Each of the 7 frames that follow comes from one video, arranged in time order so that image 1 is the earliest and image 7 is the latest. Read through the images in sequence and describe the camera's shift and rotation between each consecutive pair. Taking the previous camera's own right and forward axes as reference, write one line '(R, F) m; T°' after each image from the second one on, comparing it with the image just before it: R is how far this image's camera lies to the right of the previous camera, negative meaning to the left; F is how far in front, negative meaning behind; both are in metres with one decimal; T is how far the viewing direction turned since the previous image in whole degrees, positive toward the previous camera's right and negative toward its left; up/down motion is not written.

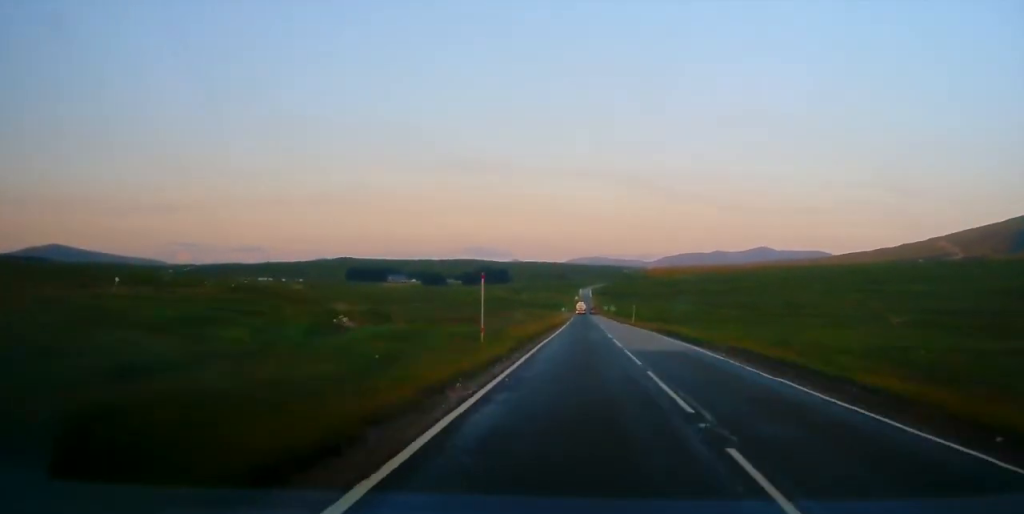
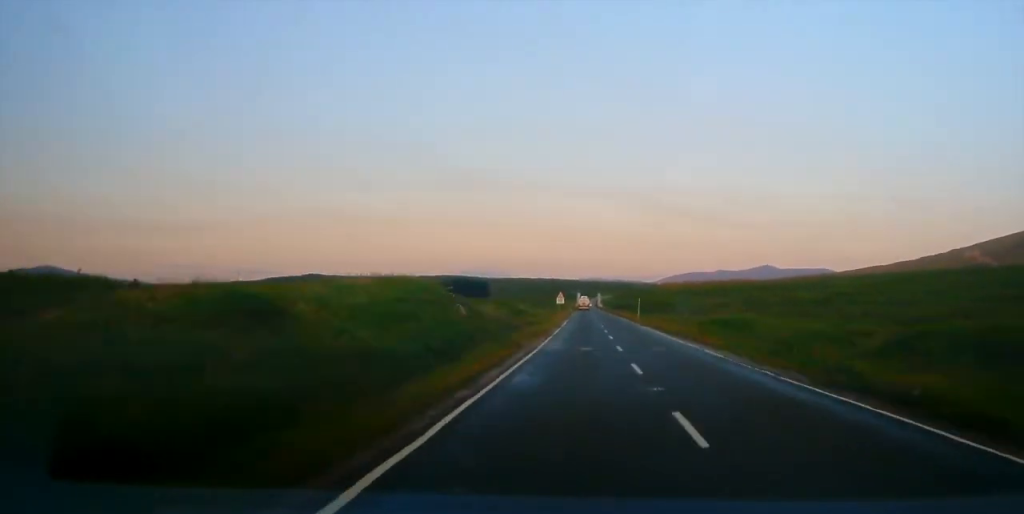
(+0.2, +297.7) m; 0°
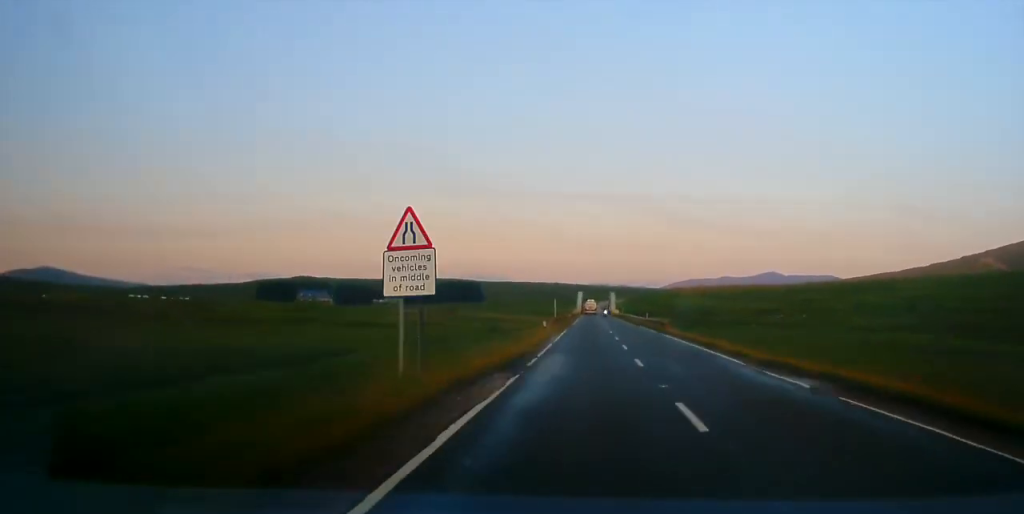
(+0.1, +103.6) m; 0°
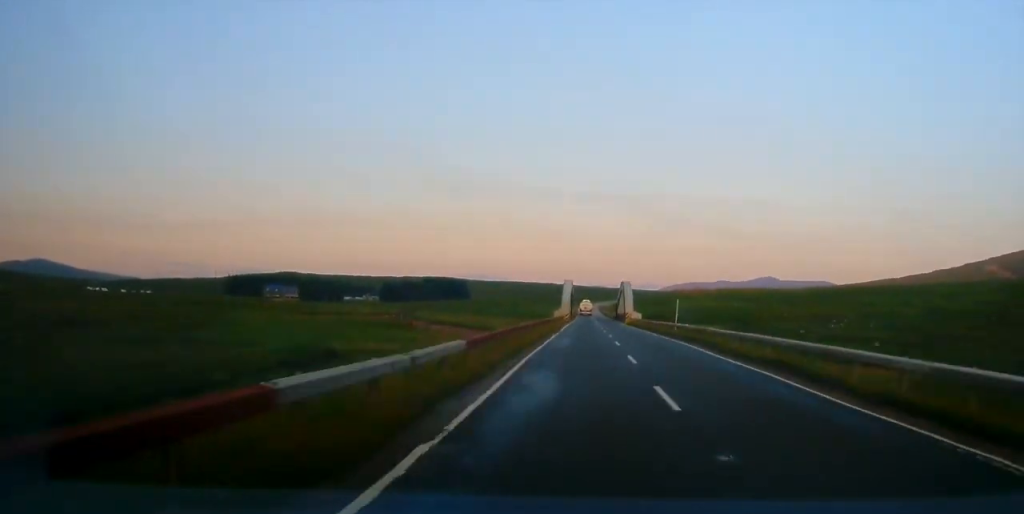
(+0.4, +77.2) m; 0°
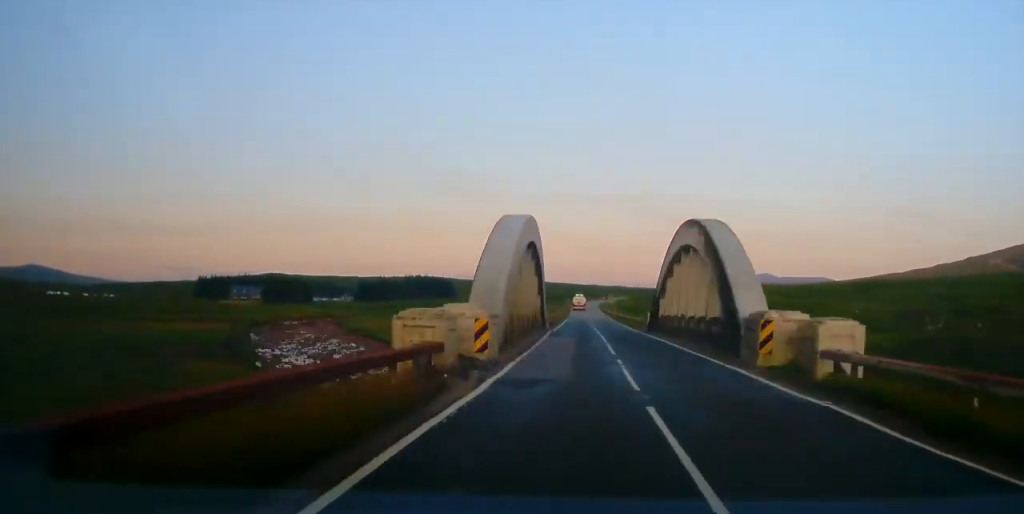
(+0.1, +66.5) m; 0°
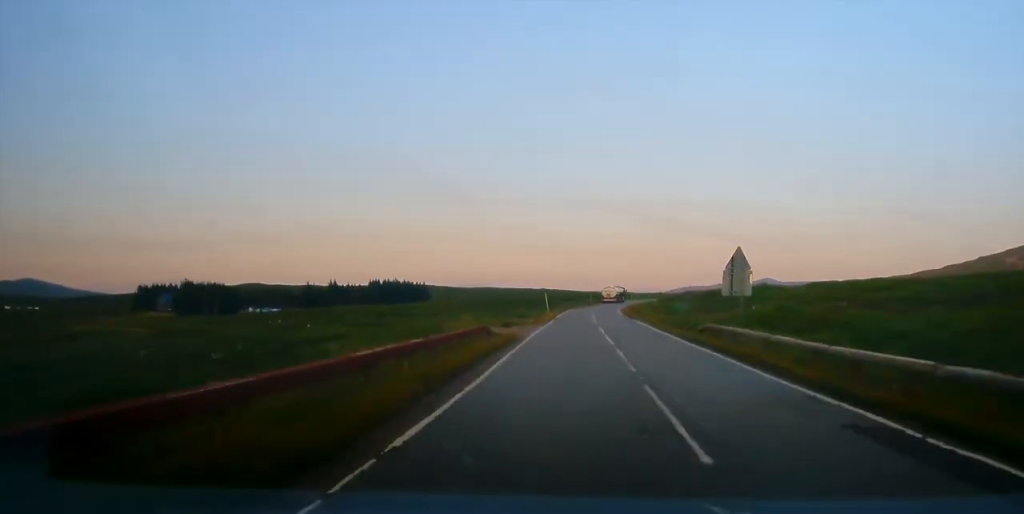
(-2.0, +127.3) m; +3°
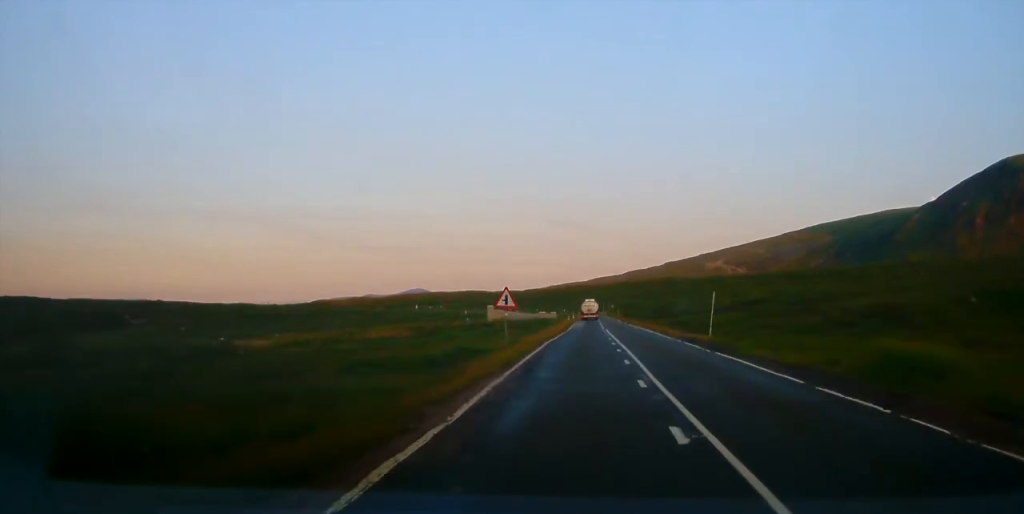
(+71.2, +333.7) m; +20°
